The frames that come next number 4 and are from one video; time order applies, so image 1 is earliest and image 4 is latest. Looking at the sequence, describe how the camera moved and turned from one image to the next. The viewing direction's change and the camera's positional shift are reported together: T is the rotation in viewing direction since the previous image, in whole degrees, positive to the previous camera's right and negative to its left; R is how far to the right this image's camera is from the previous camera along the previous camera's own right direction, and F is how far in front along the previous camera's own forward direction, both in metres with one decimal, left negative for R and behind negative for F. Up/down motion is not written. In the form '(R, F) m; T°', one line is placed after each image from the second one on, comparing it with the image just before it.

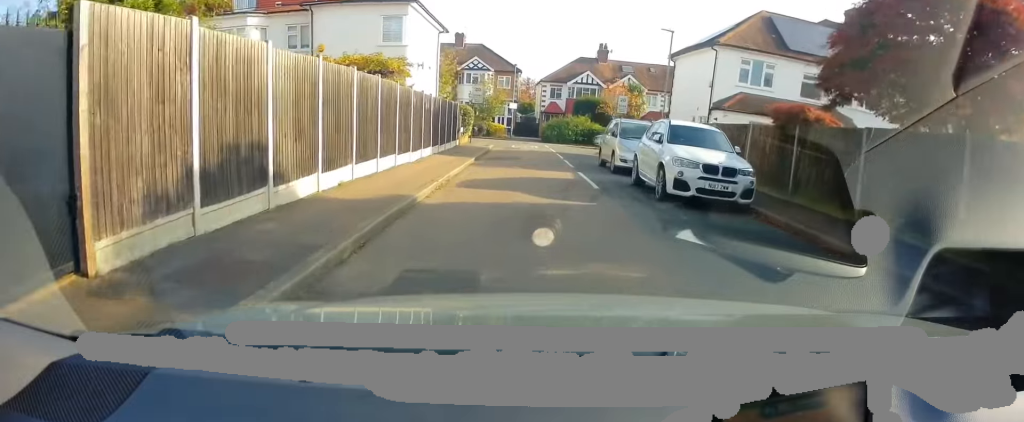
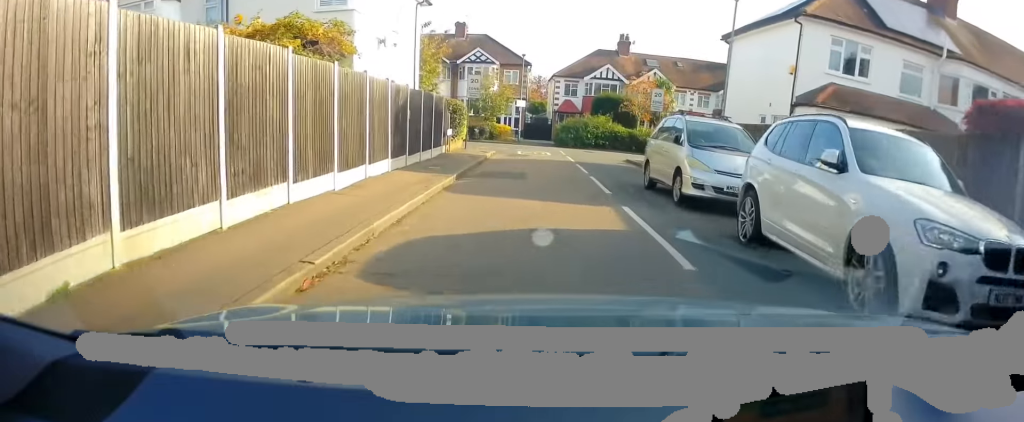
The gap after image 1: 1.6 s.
(-0.6, +6.7) m; -6°
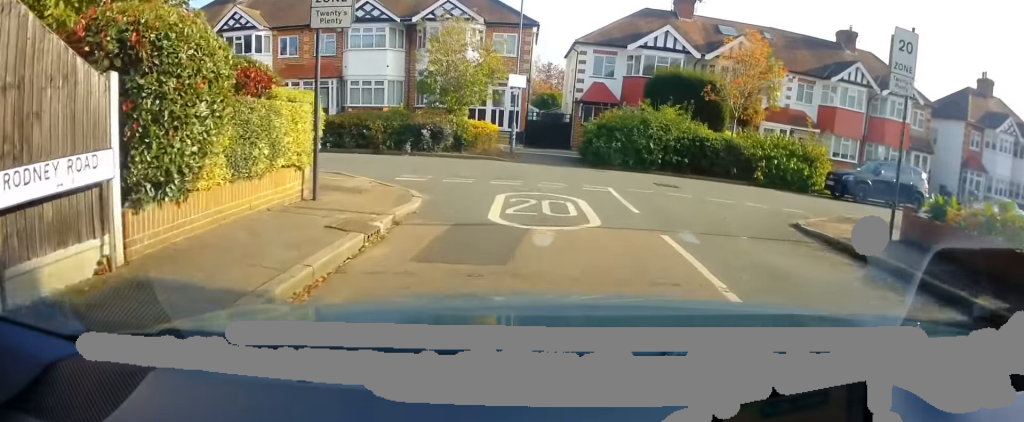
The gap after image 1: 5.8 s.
(+1.0, +19.1) m; +3°
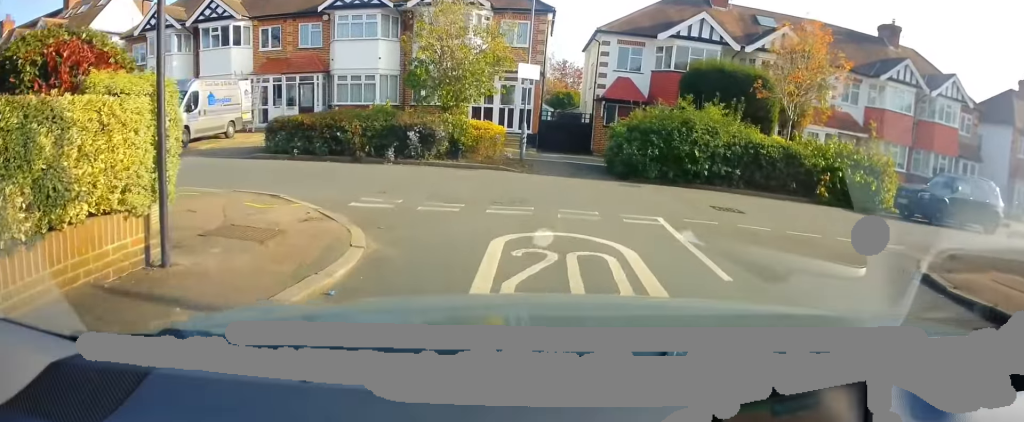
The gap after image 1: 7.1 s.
(-0.5, +4.4) m; -7°
